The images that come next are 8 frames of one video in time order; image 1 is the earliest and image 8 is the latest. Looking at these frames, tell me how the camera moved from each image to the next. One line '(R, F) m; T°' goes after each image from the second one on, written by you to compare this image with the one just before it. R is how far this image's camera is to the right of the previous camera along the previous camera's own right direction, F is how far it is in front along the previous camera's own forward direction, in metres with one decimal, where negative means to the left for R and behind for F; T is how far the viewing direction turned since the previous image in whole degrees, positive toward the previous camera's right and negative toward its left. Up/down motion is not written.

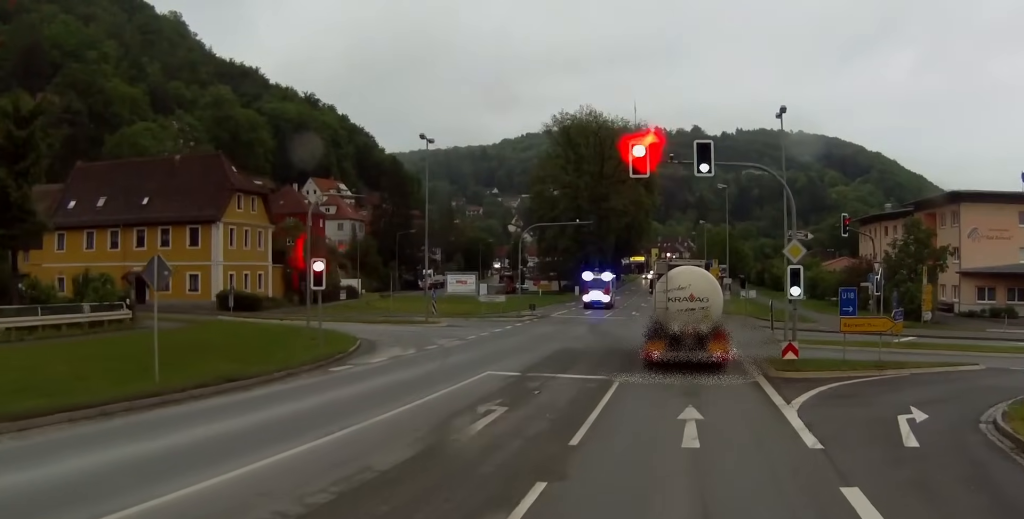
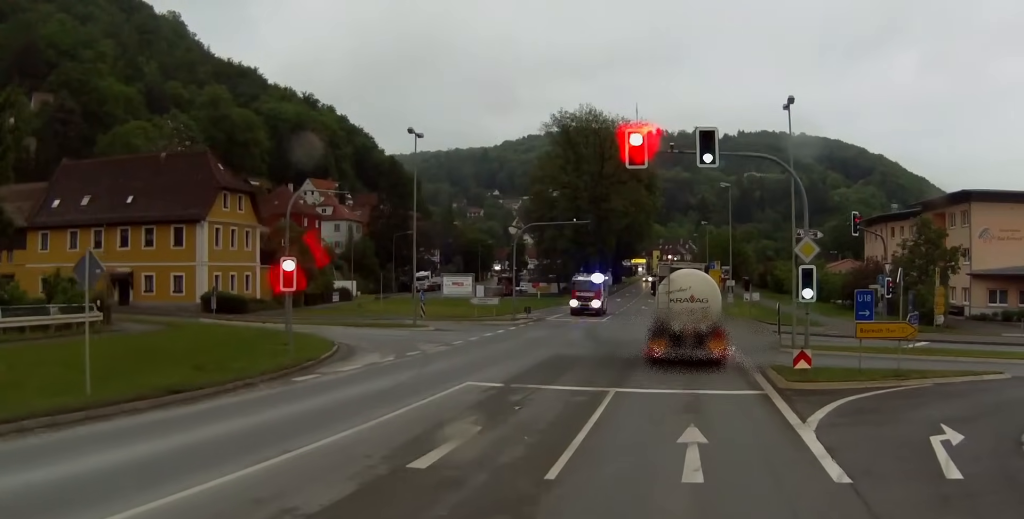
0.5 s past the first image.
(0.0, +2.2) m; 0°
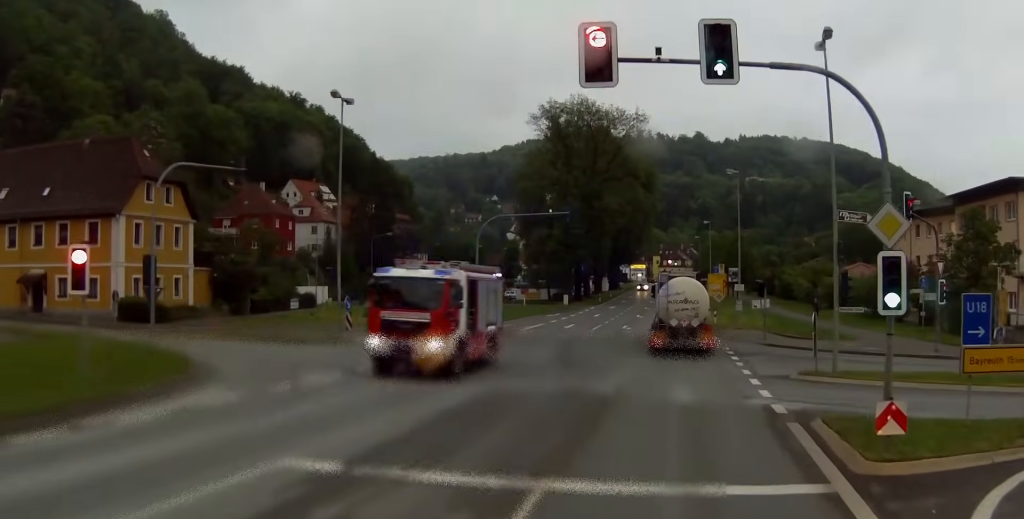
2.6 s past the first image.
(0.0, +10.8) m; 0°
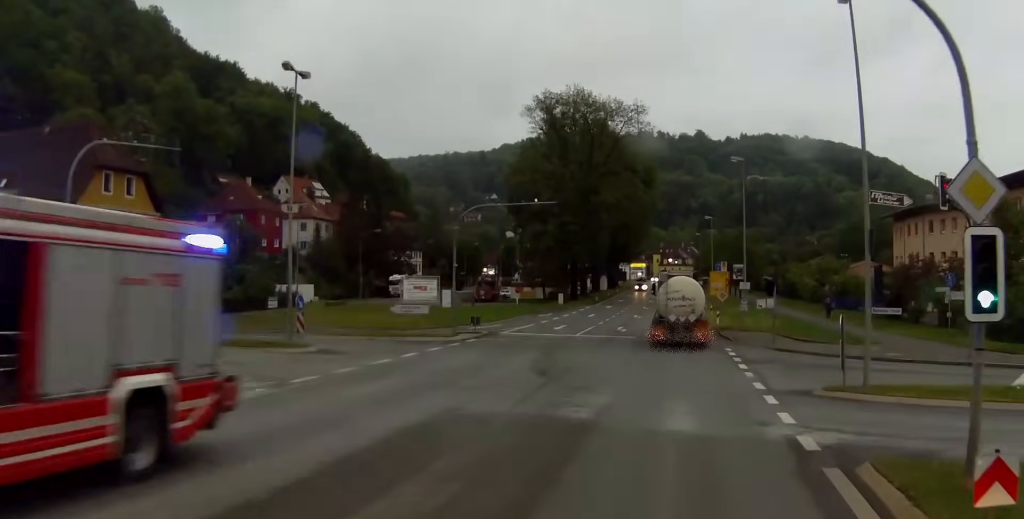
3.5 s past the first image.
(0.0, +4.9) m; 0°
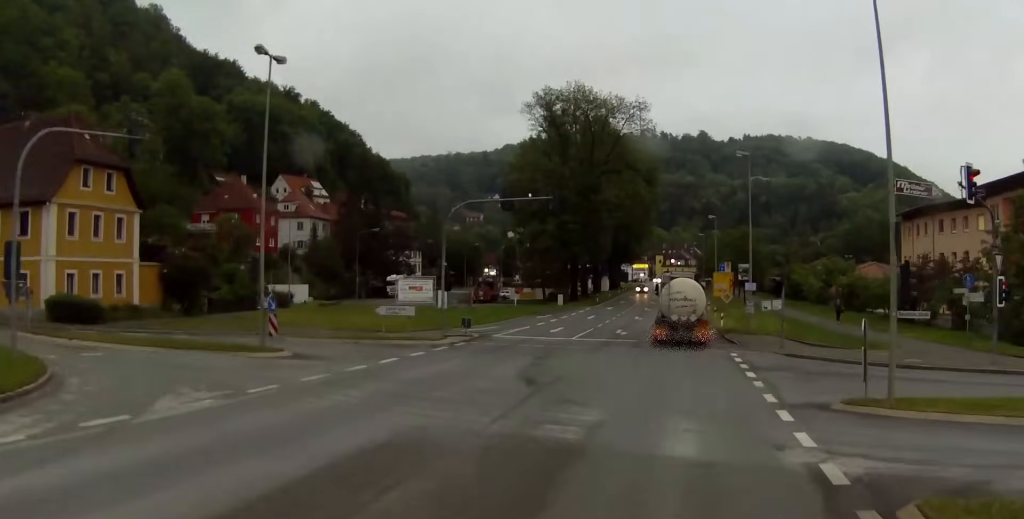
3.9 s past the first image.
(0.0, +2.5) m; 0°
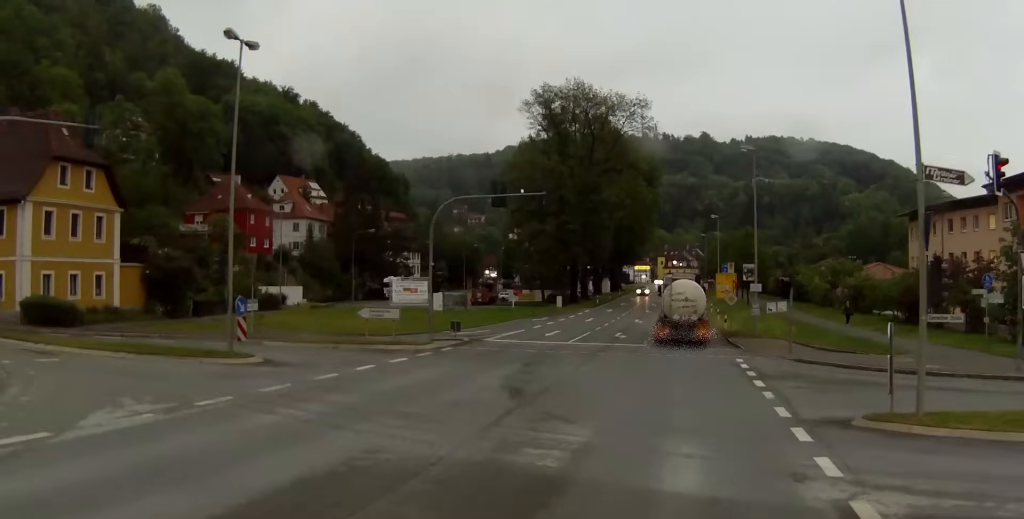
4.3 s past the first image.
(0.0, +2.4) m; 0°
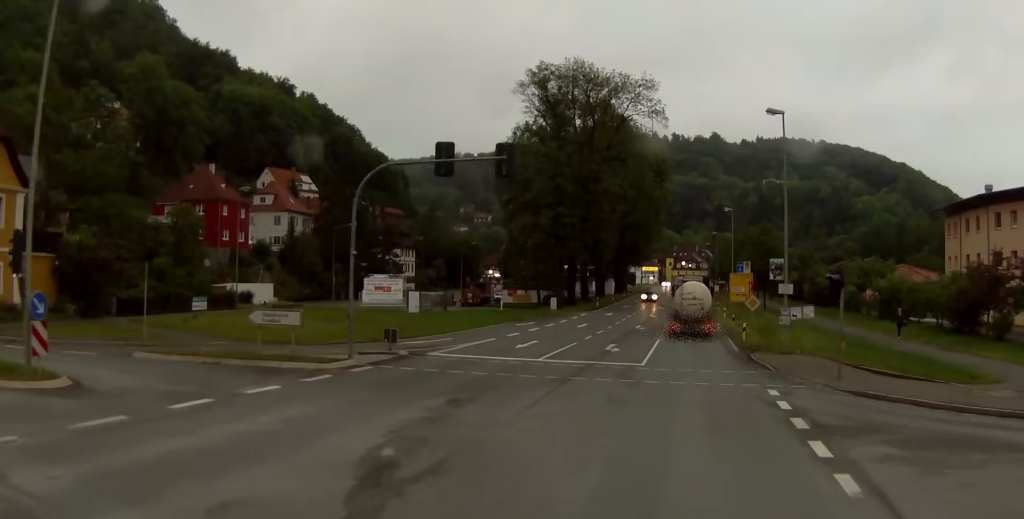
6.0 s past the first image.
(0.0, +10.1) m; 0°
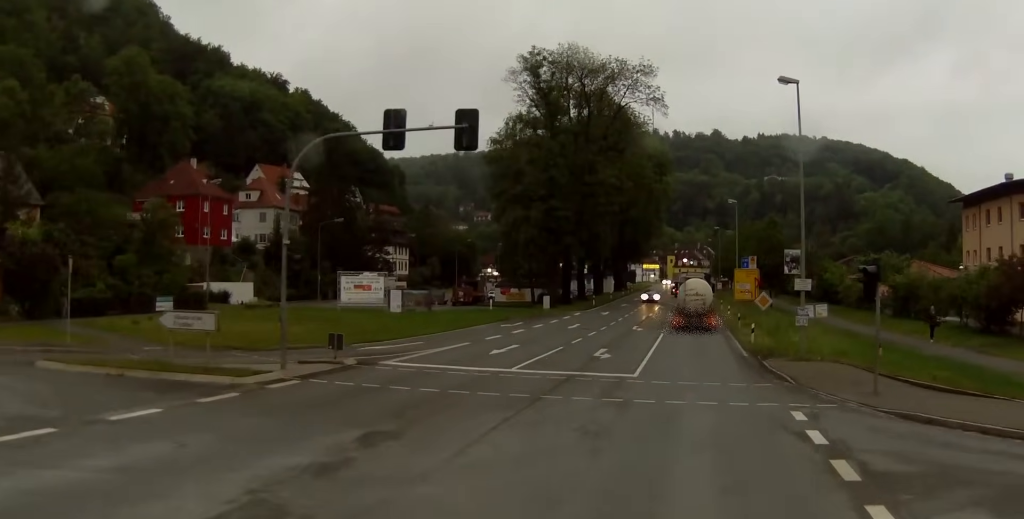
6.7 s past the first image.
(0.0, +4.9) m; +1°
